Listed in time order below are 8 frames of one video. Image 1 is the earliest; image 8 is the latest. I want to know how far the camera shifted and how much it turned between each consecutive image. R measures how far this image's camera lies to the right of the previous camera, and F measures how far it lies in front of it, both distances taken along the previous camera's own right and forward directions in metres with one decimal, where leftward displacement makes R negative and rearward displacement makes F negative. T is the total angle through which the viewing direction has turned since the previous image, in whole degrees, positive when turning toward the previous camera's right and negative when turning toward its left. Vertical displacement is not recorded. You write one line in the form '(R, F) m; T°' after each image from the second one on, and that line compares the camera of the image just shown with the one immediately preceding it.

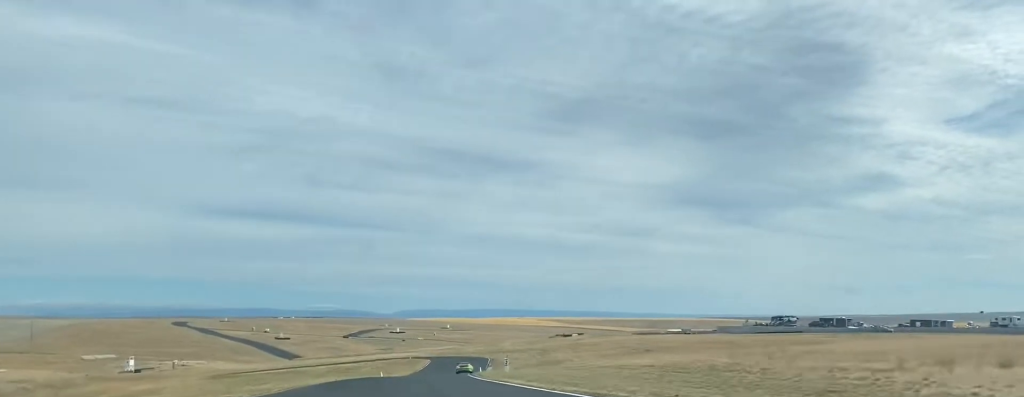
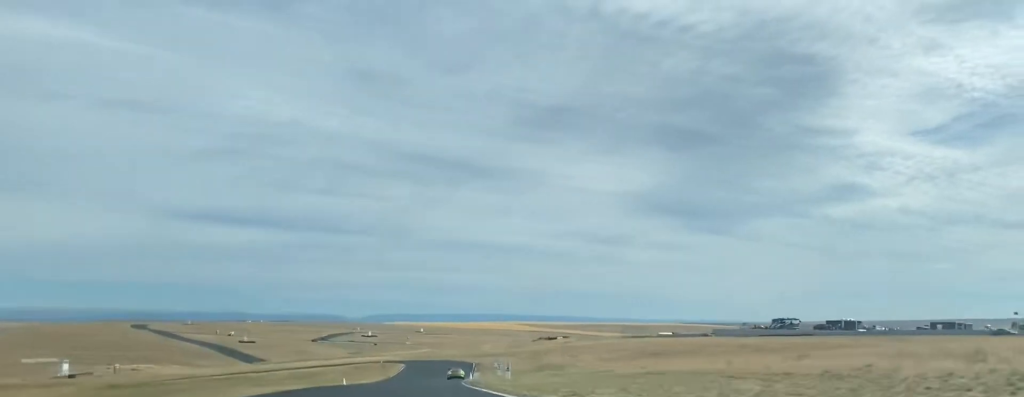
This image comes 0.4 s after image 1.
(+0.4, +20.6) m; +2°
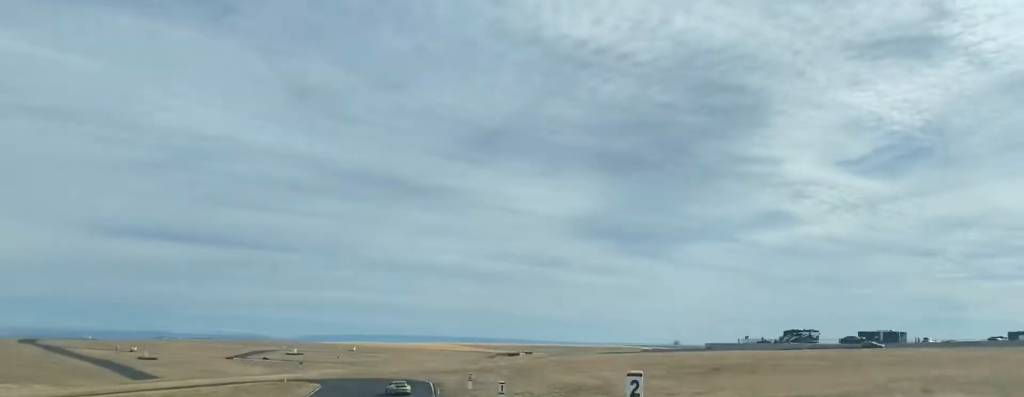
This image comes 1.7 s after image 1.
(+2.1, +53.8) m; +6°
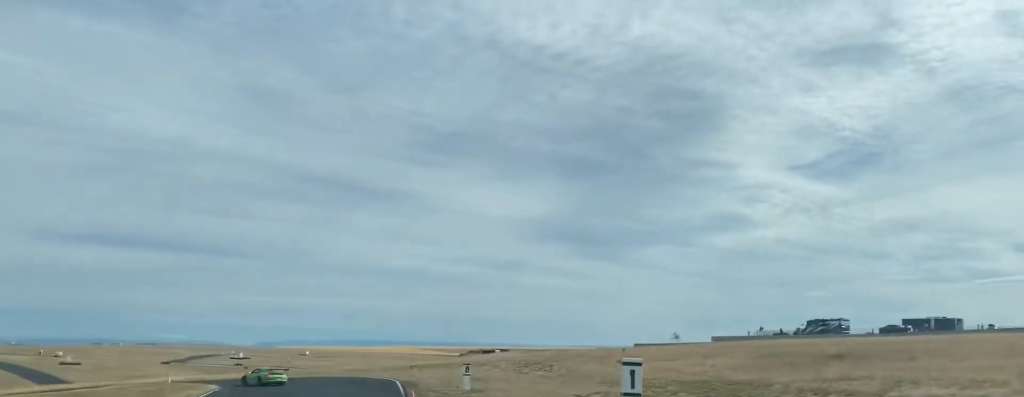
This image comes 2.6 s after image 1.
(+2.1, +35.9) m; +4°
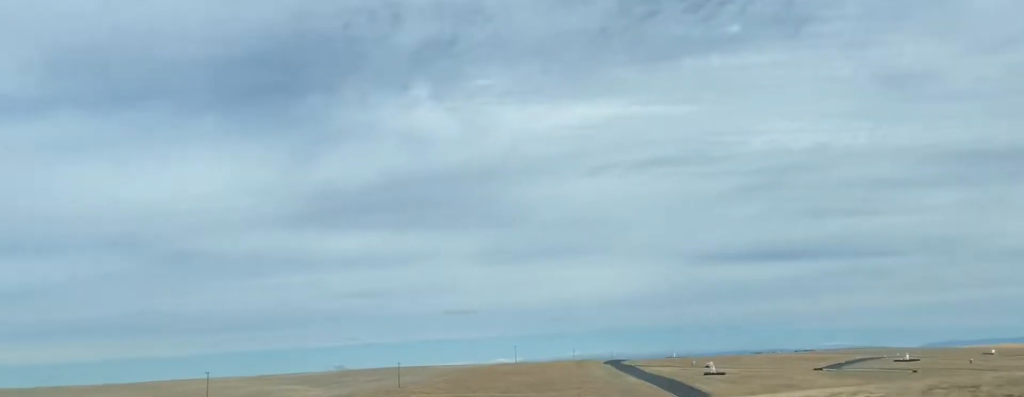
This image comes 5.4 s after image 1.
(-13.3, +66.0) m; -61°
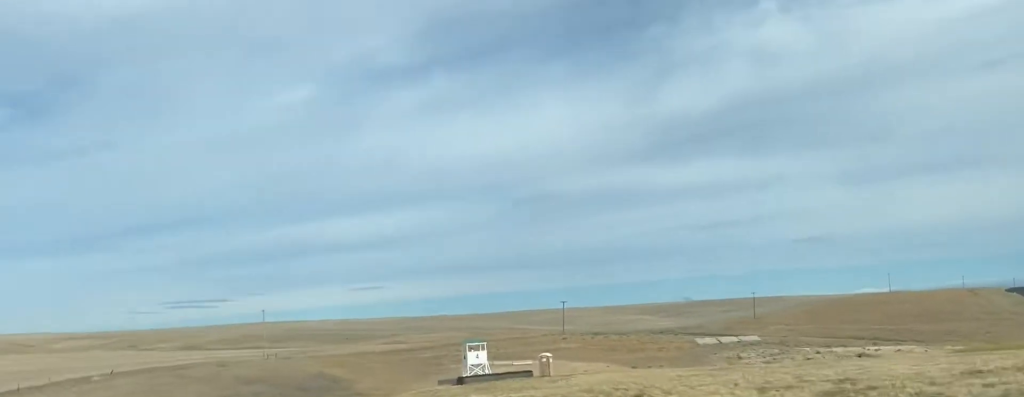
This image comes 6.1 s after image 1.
(-3.1, +11.2) m; -22°
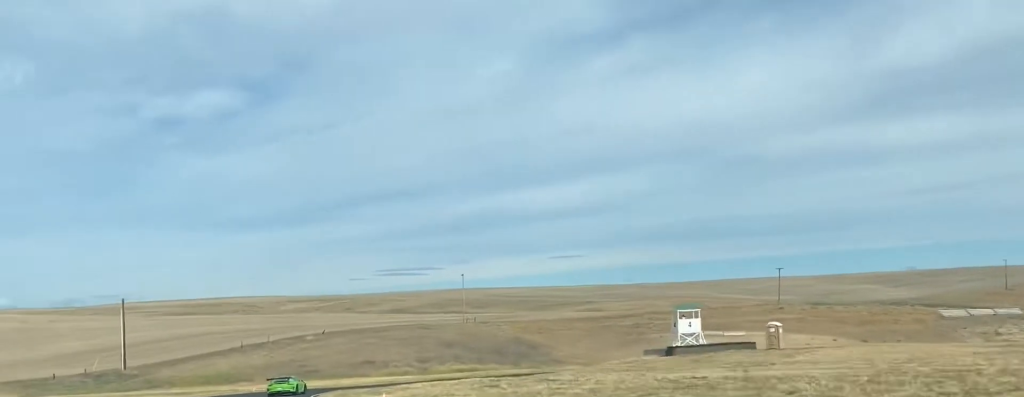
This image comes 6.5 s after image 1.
(-1.5, +7.8) m; -9°
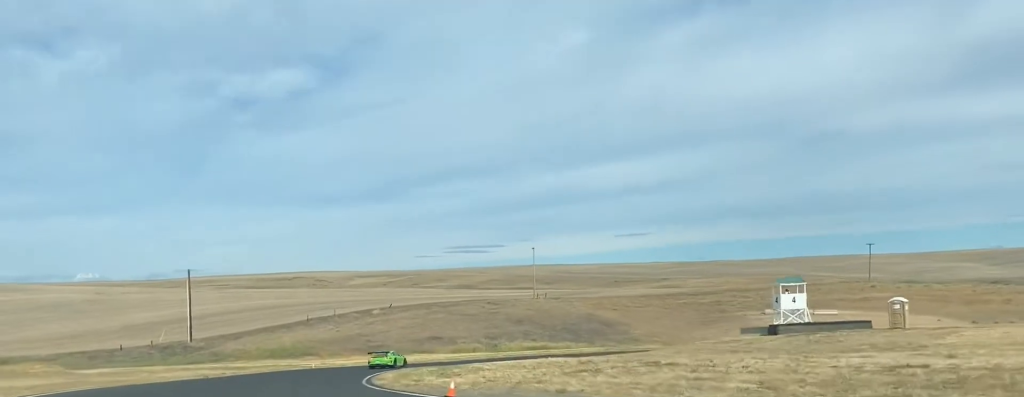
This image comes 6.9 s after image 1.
(-0.6, +7.8) m; -6°
